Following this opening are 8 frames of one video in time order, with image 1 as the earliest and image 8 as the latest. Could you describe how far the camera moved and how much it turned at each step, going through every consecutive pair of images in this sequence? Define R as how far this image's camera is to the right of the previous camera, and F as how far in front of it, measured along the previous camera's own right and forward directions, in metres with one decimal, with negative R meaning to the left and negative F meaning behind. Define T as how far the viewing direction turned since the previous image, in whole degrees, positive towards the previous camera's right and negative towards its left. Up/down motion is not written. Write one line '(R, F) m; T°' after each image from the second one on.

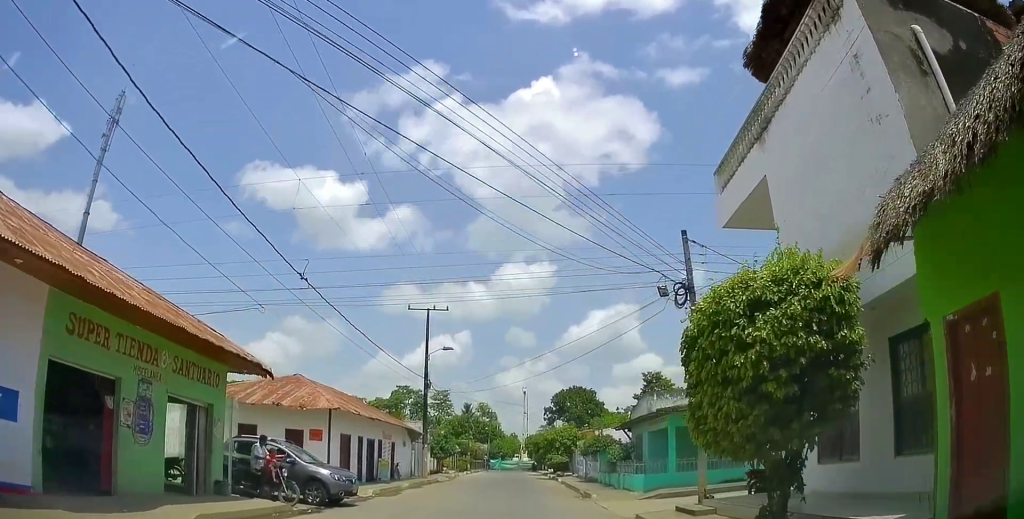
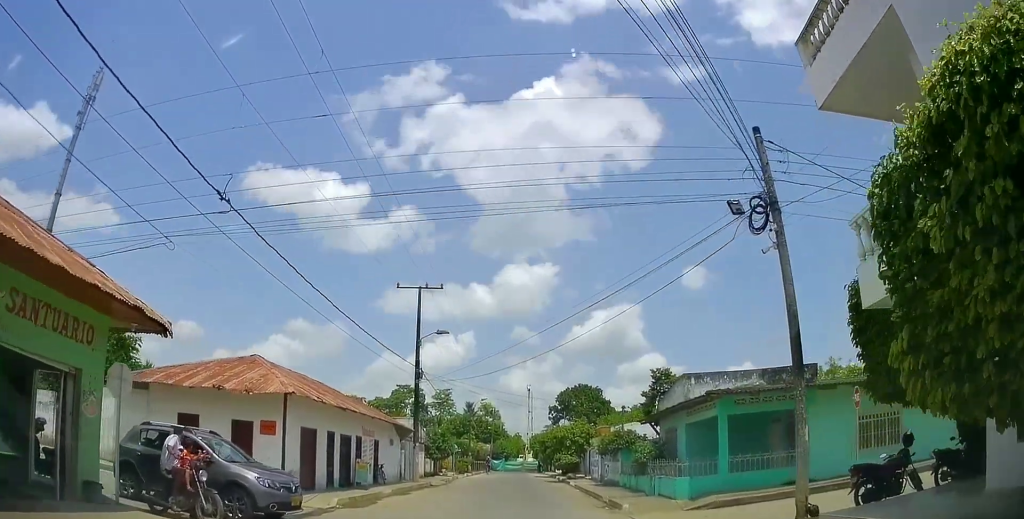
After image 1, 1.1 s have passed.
(0.0, +4.6) m; +2°
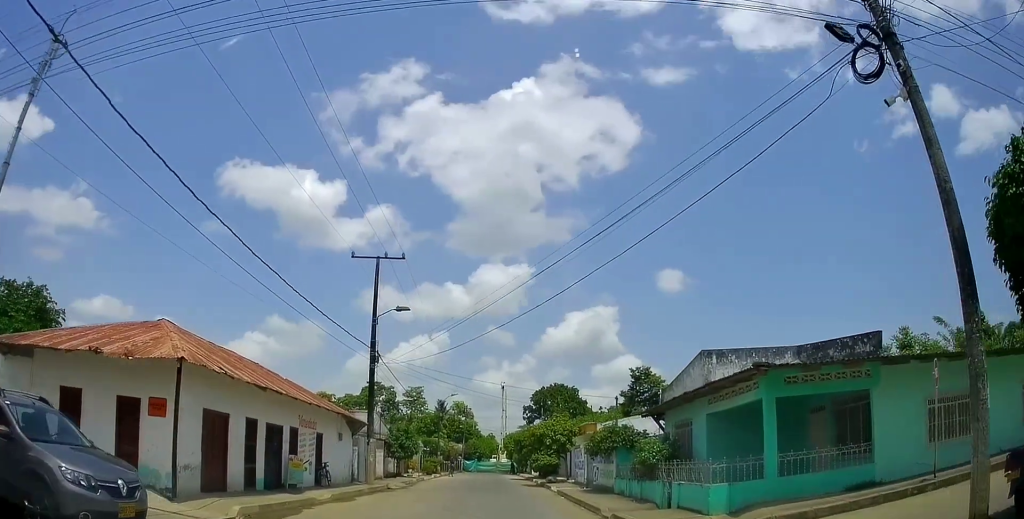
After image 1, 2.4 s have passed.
(0.0, +4.7) m; +2°
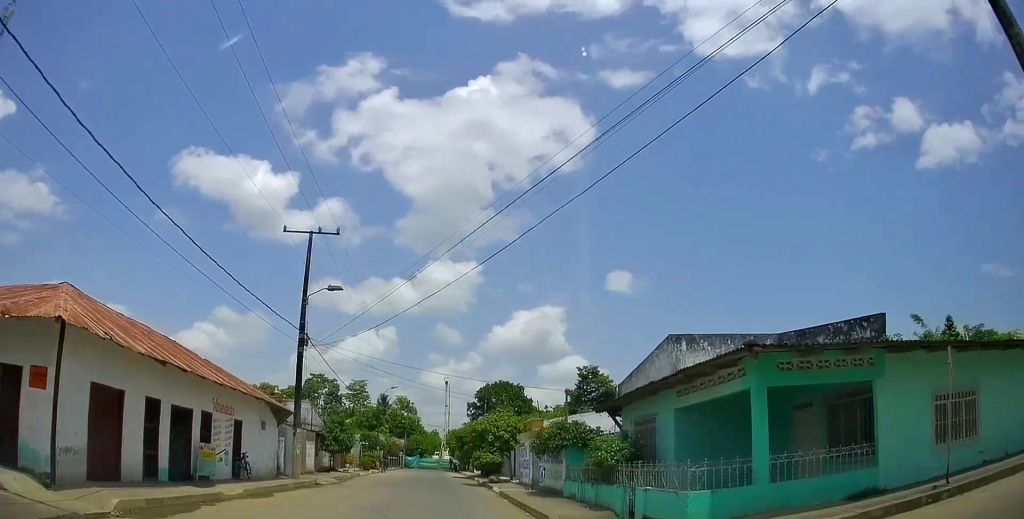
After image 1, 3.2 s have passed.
(0.0, +2.3) m; +6°
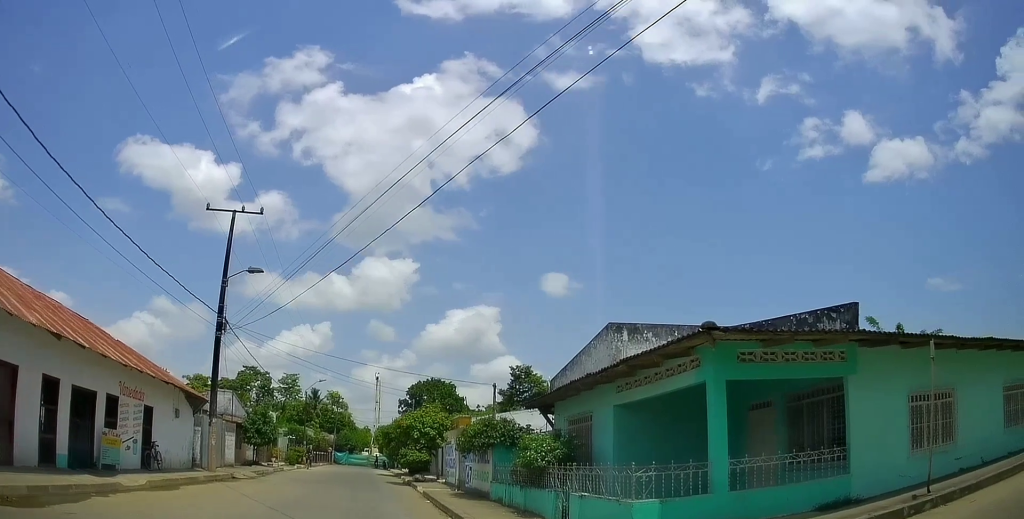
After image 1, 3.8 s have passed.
(0.0, +1.4) m; +8°
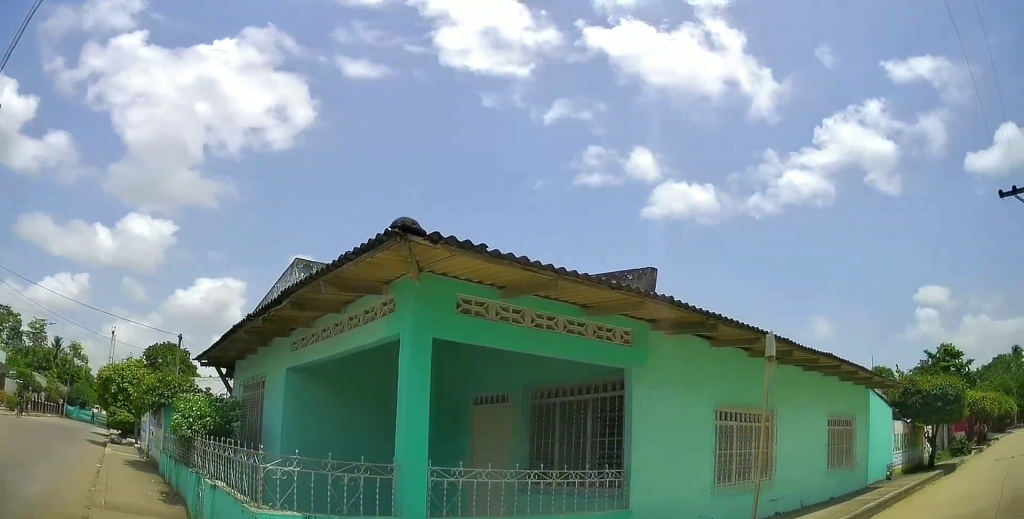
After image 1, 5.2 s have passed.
(+0.7, +2.7) m; +29°
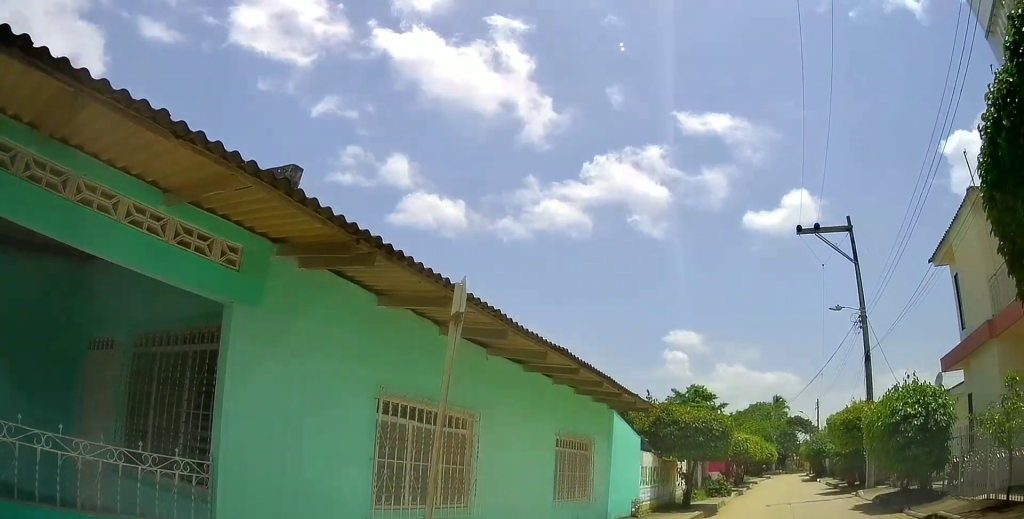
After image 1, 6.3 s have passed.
(+0.5, +2.2) m; +24°
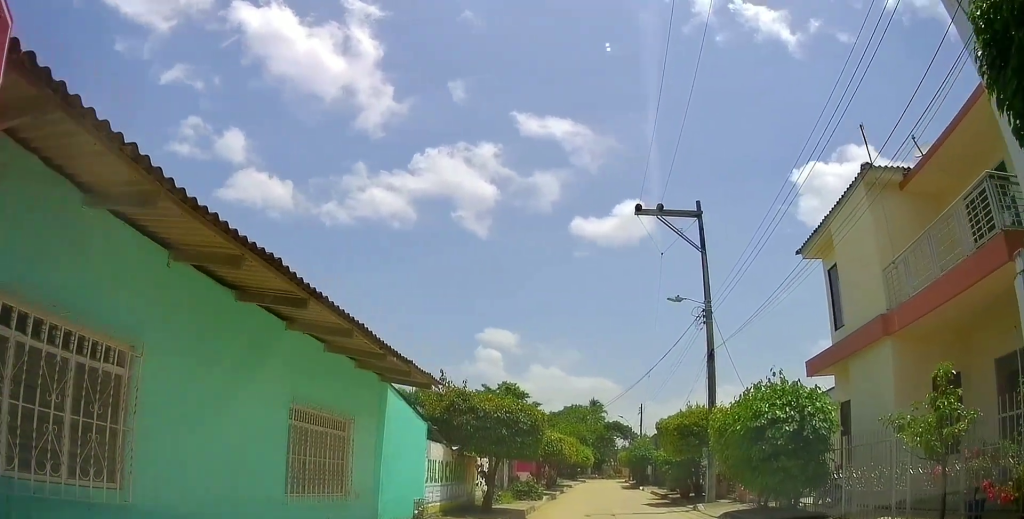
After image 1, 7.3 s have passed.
(+0.4, +2.4) m; +12°
